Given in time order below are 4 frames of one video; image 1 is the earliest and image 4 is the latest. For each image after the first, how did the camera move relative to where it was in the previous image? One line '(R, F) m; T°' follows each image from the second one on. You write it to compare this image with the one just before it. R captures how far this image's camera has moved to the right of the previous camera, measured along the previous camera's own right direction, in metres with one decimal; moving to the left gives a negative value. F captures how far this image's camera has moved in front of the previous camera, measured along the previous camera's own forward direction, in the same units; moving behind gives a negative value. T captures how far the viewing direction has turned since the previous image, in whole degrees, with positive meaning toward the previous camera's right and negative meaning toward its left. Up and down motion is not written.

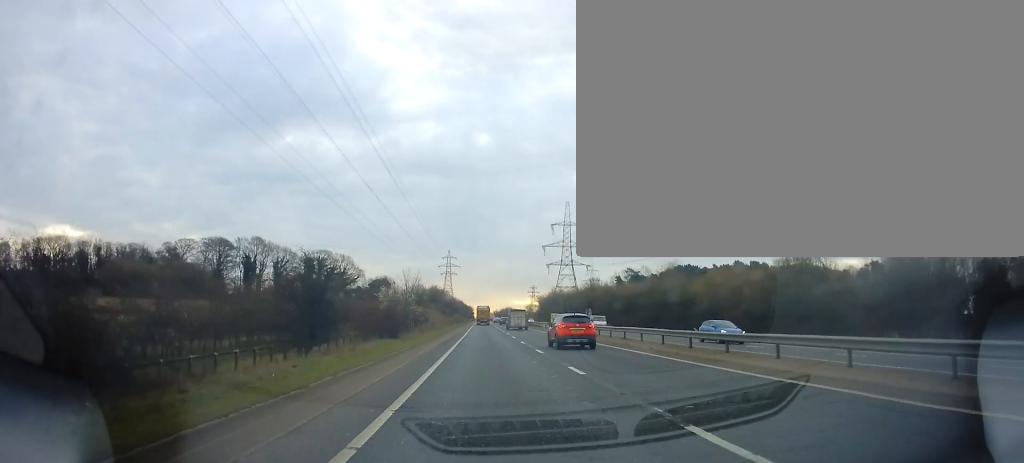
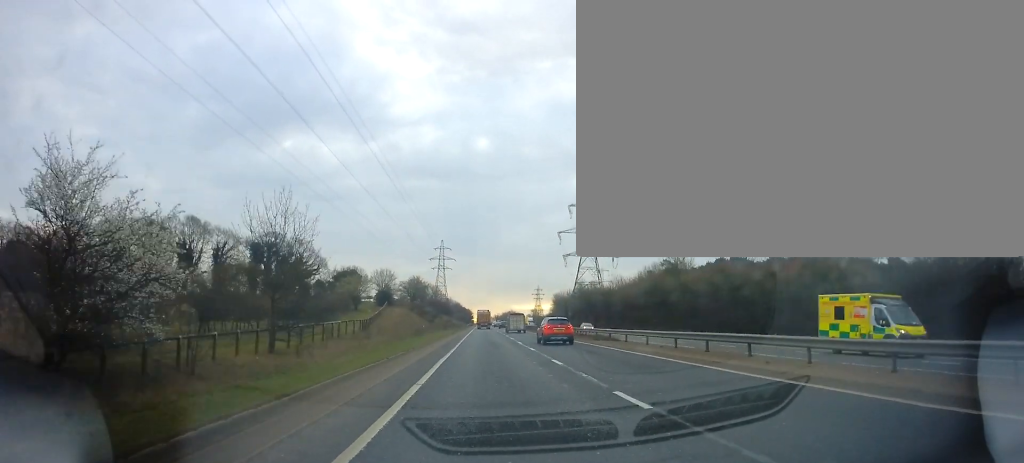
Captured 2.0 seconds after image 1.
(-0.6, +49.1) m; 0°
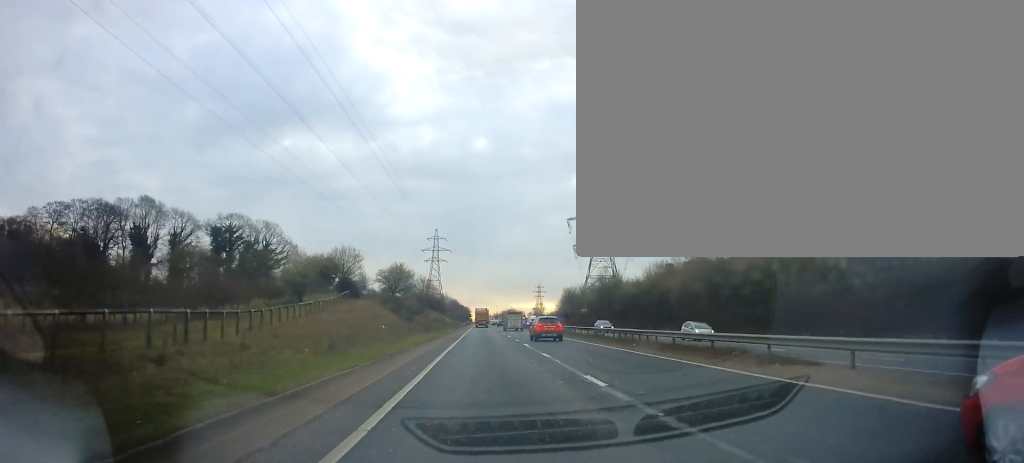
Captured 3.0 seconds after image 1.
(+0.2, +21.9) m; +1°
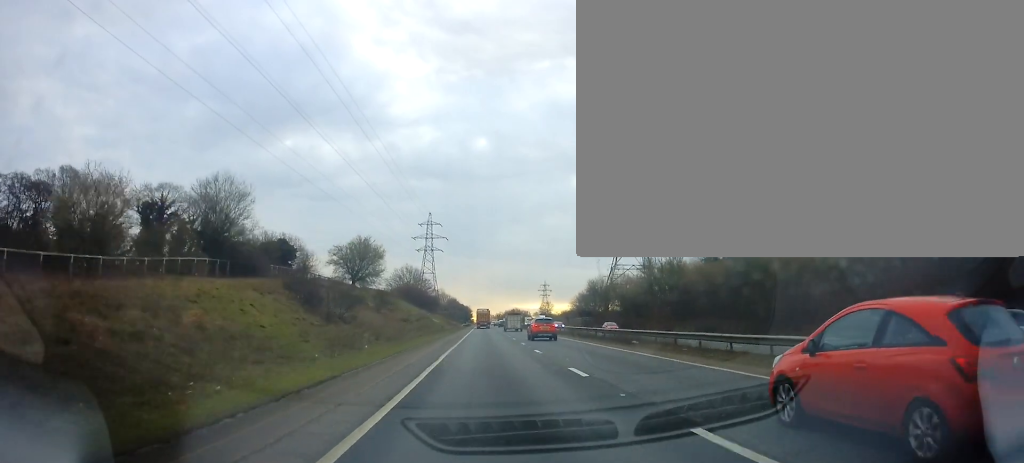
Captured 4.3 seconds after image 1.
(+0.1, +28.2) m; -1°
